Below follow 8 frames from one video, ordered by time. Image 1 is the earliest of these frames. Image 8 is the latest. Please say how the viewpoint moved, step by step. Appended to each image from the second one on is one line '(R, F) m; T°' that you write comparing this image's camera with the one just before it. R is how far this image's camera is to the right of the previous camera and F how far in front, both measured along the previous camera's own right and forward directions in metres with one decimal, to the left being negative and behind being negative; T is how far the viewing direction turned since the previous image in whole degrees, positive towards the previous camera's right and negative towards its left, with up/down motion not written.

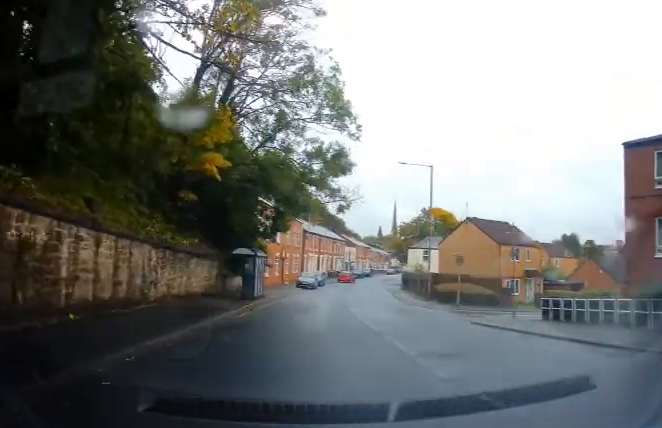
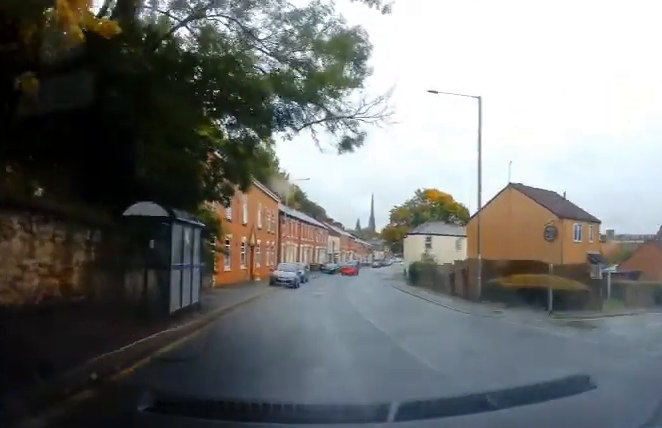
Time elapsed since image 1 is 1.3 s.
(+0.6, +13.2) m; +3°
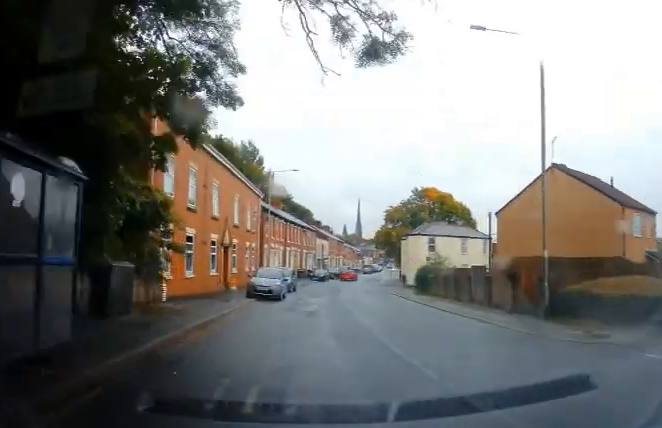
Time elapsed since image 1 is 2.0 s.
(0.0, +7.4) m; +1°
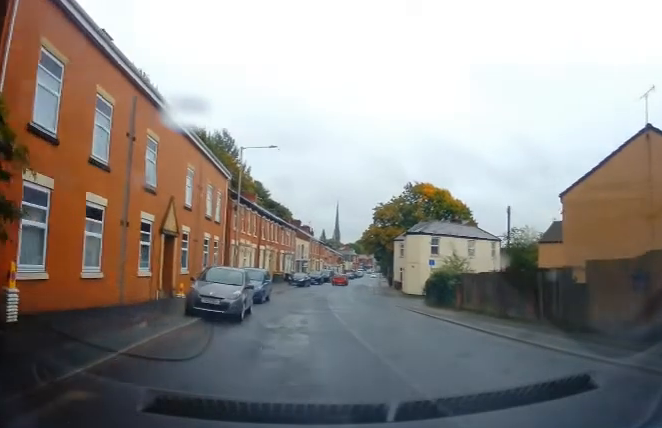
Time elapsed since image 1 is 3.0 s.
(+0.1, +8.7) m; +3°
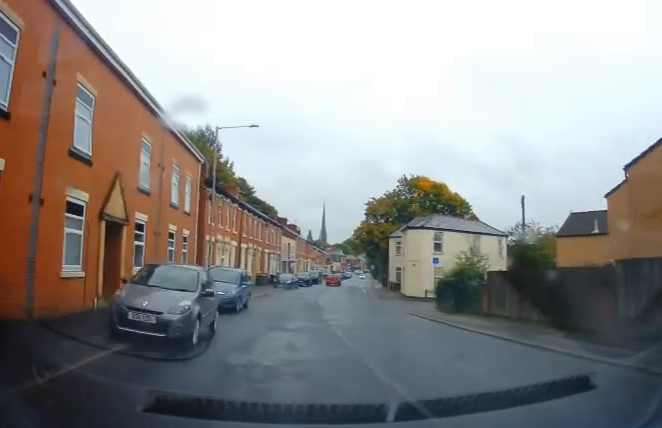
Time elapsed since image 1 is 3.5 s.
(+0.3, +5.0) m; +2°
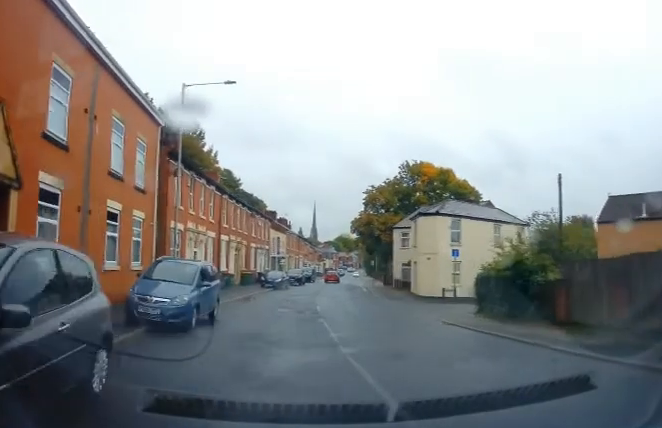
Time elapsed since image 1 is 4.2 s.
(+0.1, +6.6) m; +1°
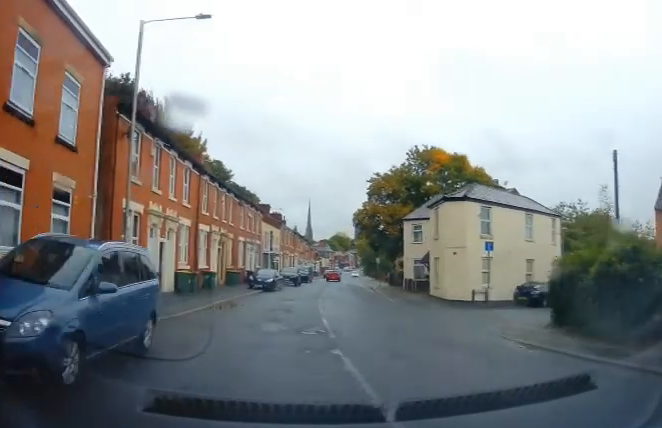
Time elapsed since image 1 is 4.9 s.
(0.0, +6.2) m; 0°
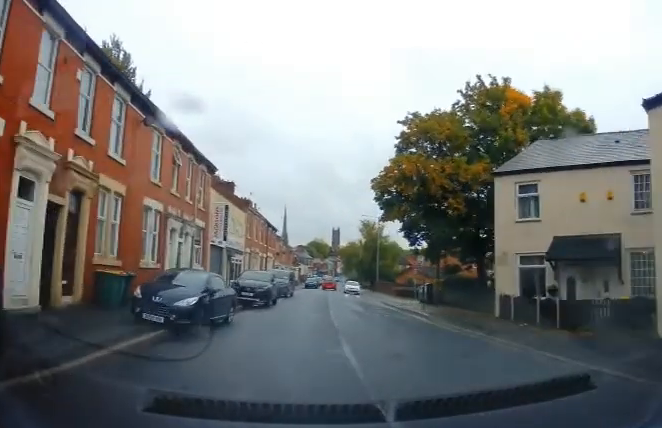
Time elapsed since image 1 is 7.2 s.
(+0.3, +20.5) m; +2°
